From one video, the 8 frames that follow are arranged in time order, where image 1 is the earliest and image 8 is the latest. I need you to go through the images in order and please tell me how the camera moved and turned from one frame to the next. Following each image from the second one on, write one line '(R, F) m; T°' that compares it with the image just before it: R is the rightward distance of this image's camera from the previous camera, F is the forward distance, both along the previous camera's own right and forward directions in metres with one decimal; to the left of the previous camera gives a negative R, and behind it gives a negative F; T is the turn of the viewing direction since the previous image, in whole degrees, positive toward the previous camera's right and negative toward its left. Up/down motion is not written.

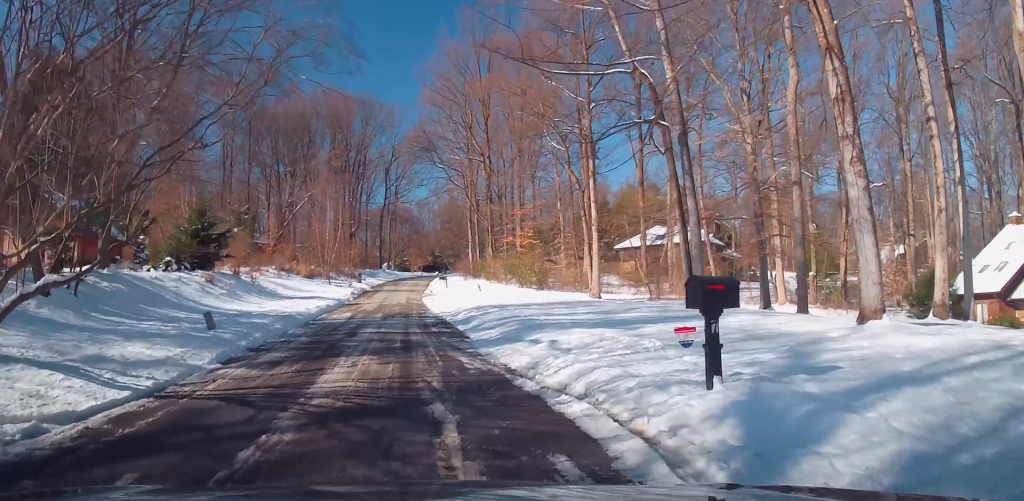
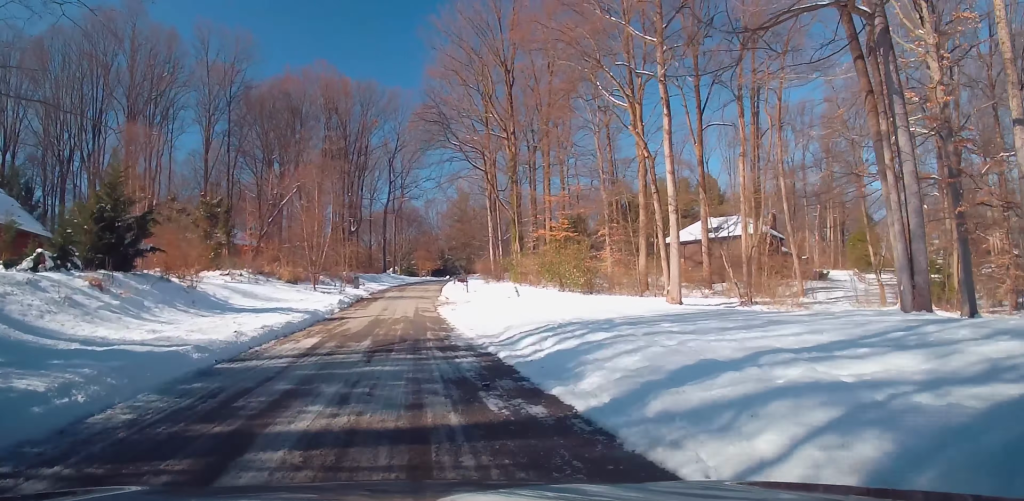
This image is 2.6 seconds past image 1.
(+0.4, +14.2) m; 0°
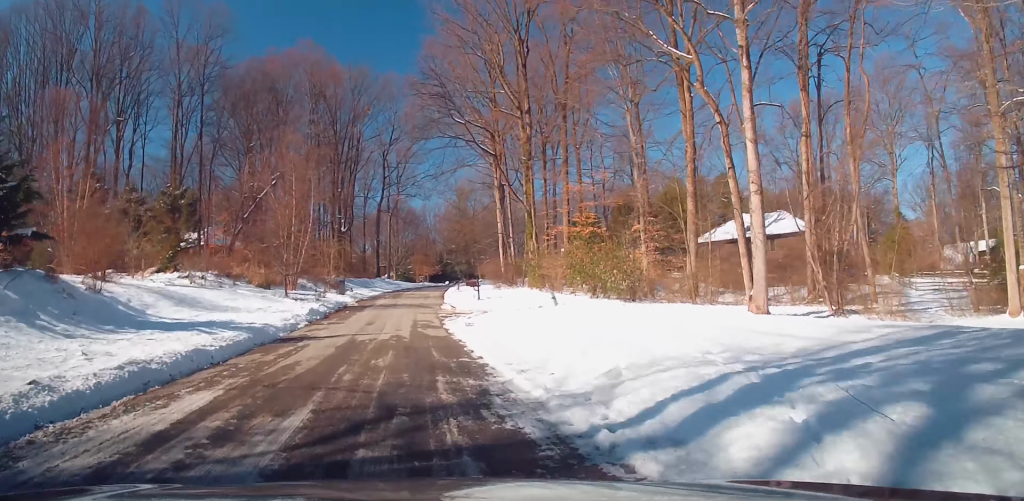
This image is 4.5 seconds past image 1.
(-0.2, +10.6) m; -1°
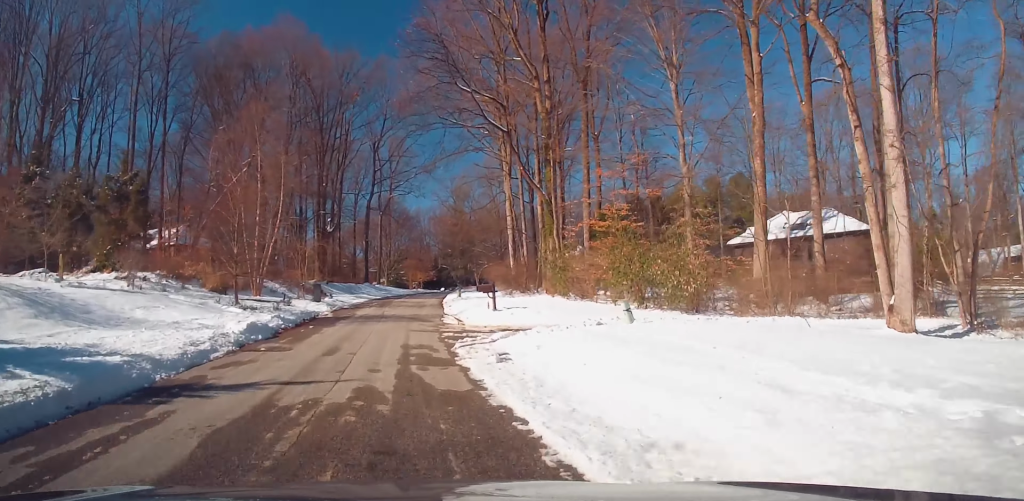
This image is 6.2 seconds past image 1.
(0.0, +10.2) m; +2°
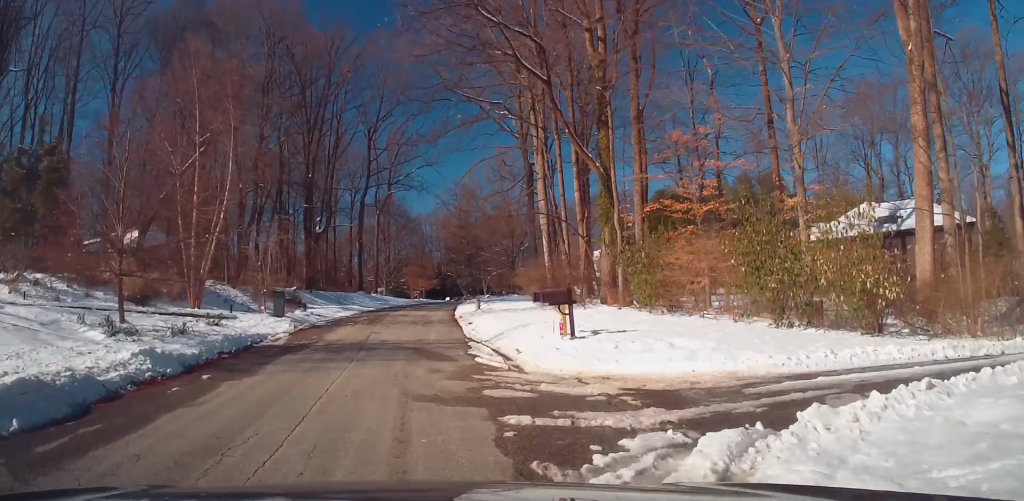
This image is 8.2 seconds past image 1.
(+0.4, +12.2) m; +3°
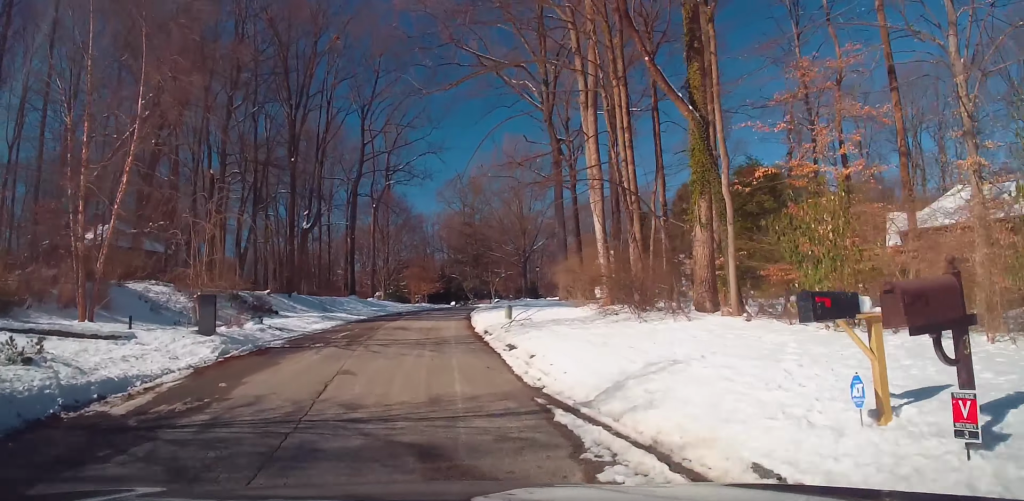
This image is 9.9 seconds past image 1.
(+0.2, +10.2) m; 0°
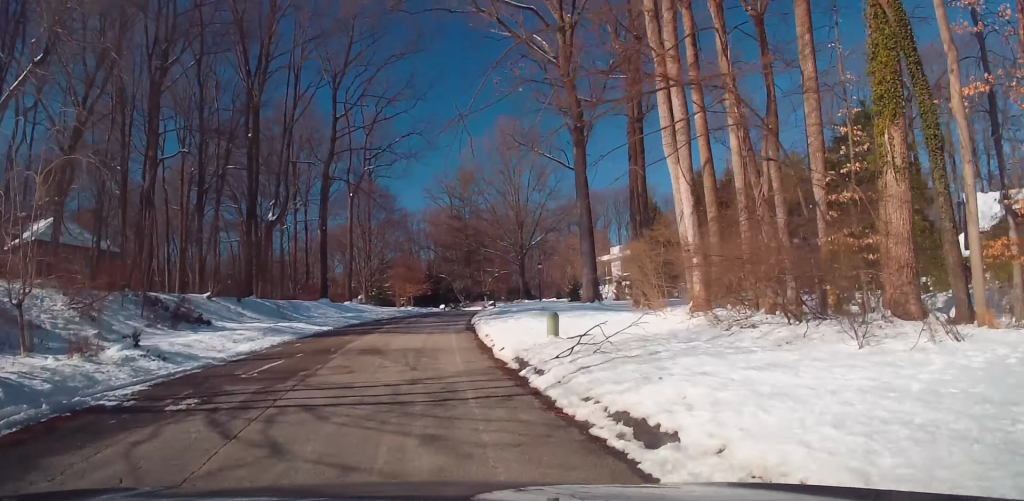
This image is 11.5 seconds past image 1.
(-0.1, +9.5) m; +1°
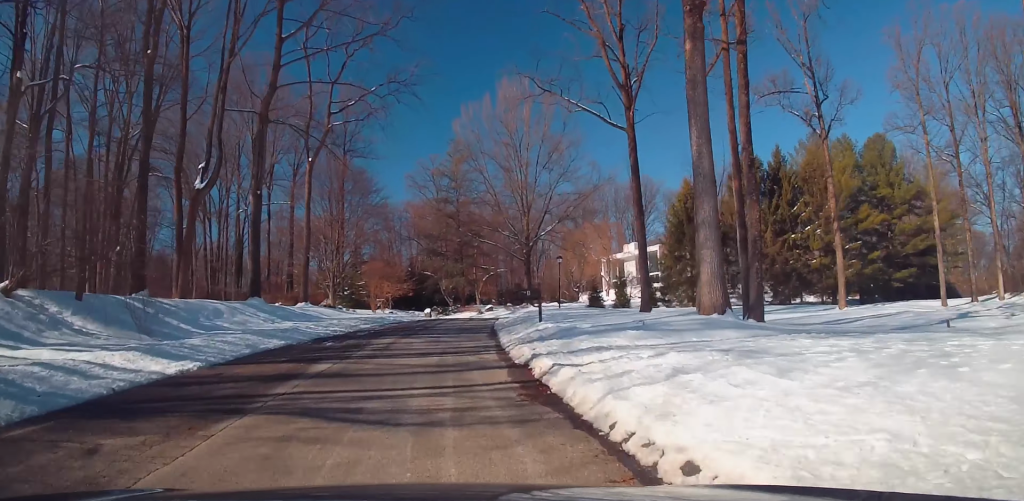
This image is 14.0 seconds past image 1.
(+0.4, +14.6) m; +3°
